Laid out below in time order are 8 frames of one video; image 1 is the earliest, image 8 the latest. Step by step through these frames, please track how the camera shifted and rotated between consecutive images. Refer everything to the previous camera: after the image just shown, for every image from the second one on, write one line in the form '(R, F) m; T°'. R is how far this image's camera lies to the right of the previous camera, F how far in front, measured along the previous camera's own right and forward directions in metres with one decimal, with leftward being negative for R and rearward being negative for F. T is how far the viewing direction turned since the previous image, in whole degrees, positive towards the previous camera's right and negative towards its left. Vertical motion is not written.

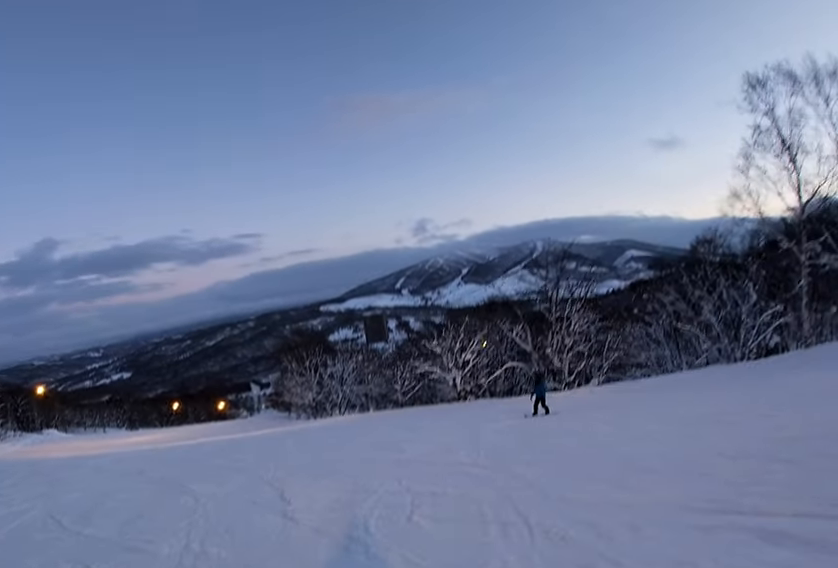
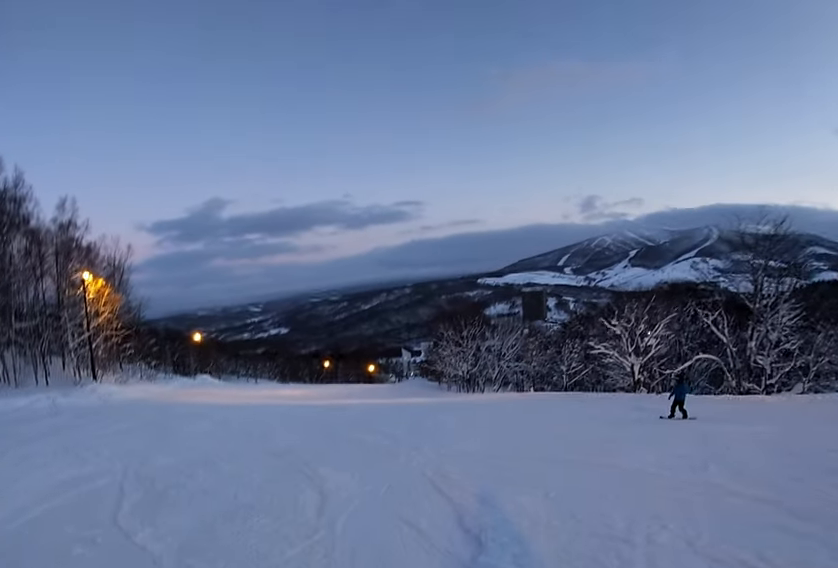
(0.0, +3.5) m; -9°
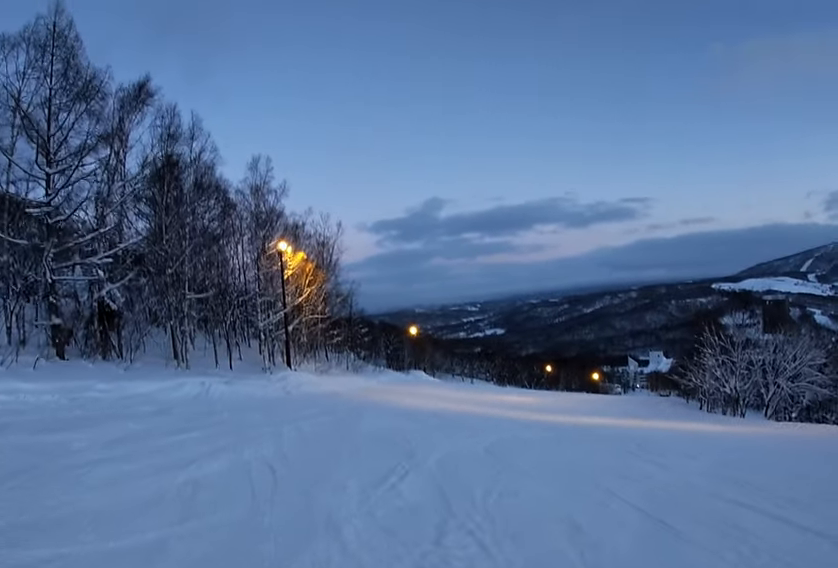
(-2.1, +10.0) m; -2°
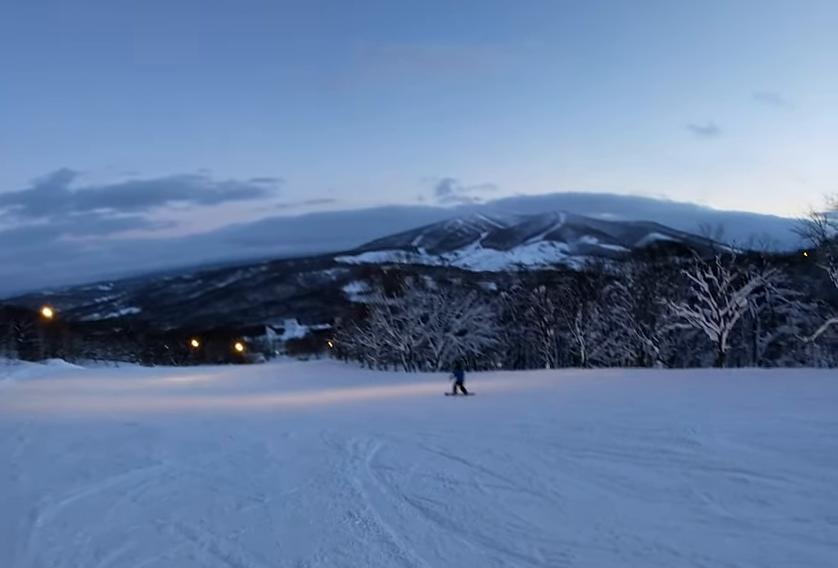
(+2.7, +9.4) m; +24°
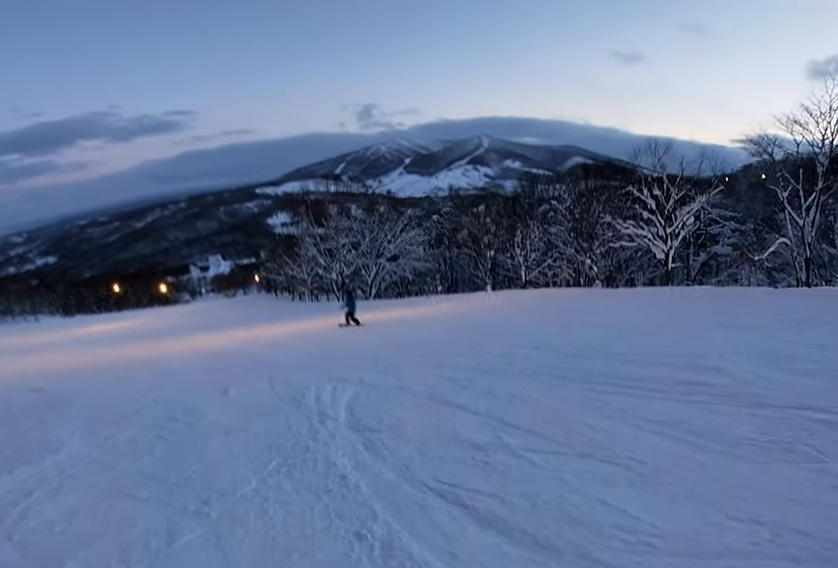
(-0.1, +2.2) m; +3°
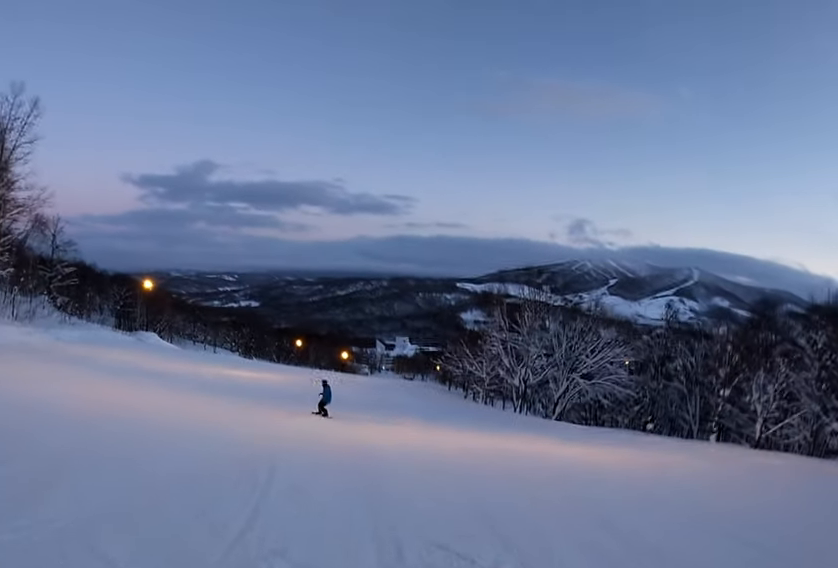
(+0.1, +7.2) m; -12°
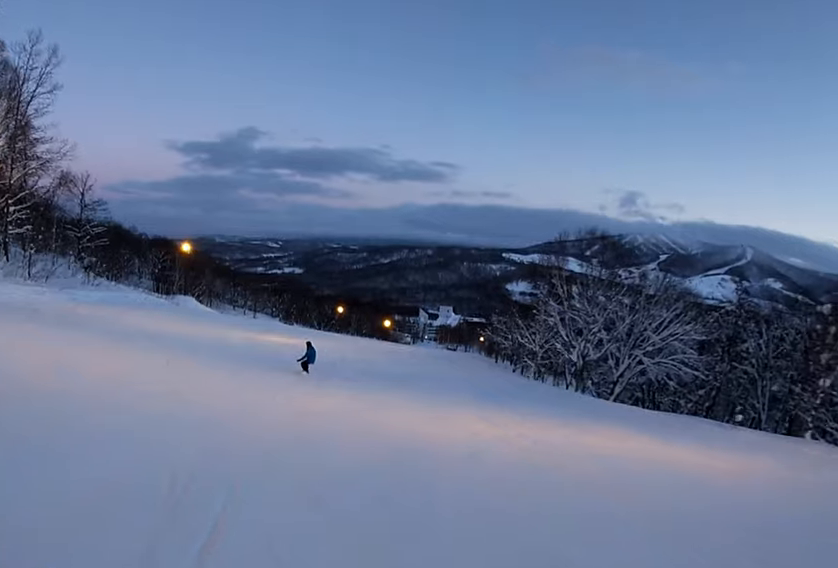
(-0.2, +4.0) m; -15°
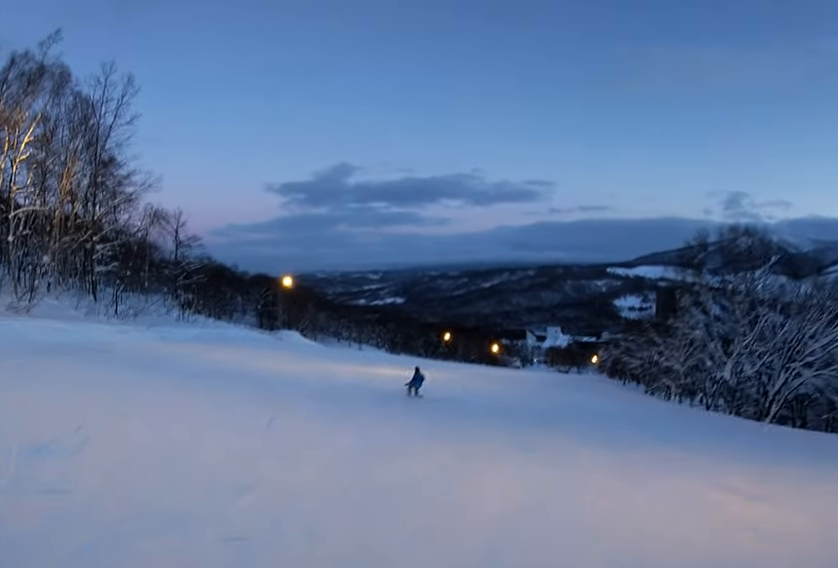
(-0.9, +4.7) m; -9°
